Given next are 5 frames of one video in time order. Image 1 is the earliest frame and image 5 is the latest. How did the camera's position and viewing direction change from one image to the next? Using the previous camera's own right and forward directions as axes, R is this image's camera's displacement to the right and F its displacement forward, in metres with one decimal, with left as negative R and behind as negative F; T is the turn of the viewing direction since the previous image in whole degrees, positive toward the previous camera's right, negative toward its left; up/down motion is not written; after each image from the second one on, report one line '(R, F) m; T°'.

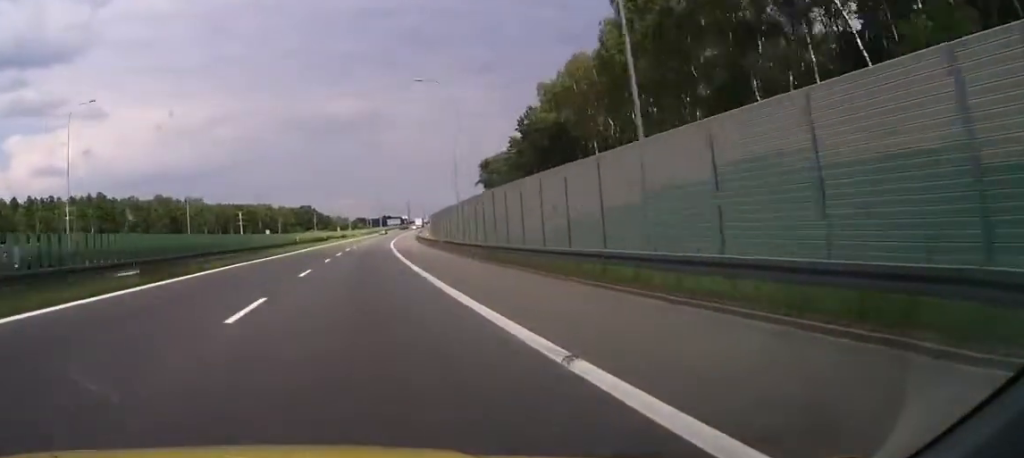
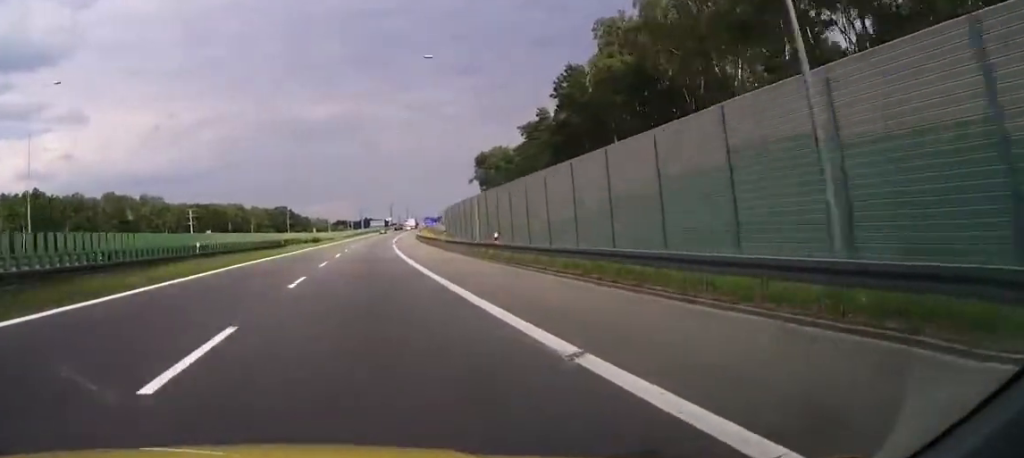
(0.0, +40.2) m; 0°
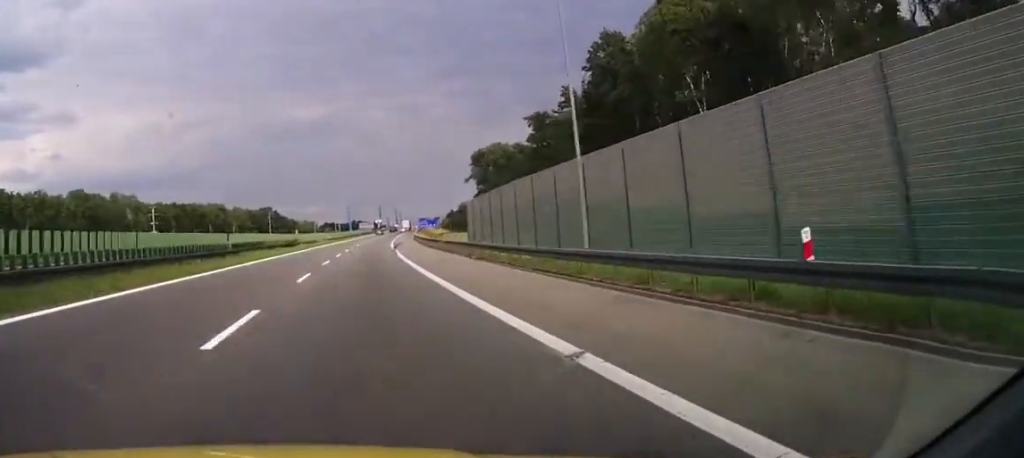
(0.0, +21.5) m; 0°
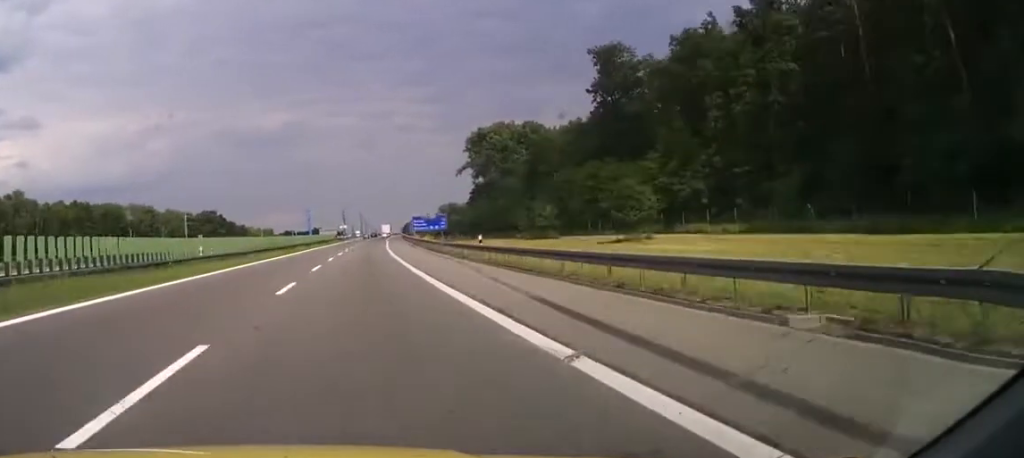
(0.0, +75.3) m; 0°
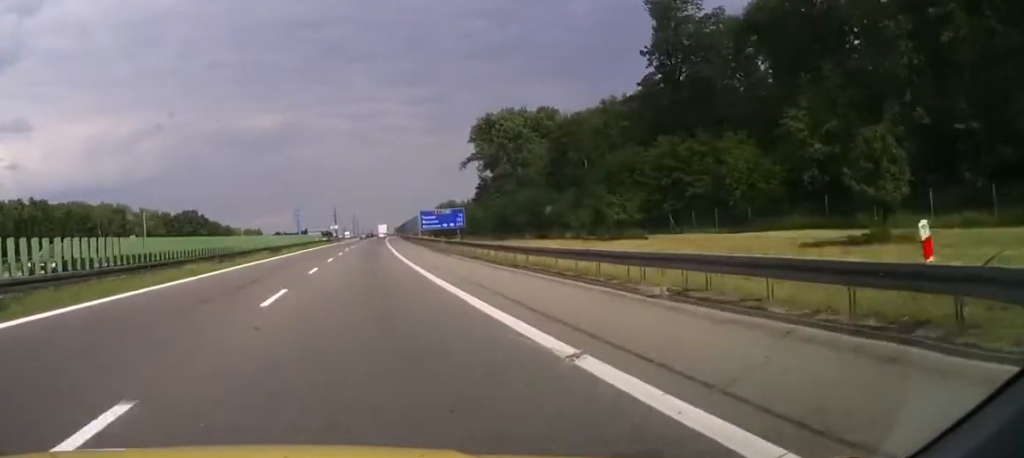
(0.0, +26.9) m; 0°
